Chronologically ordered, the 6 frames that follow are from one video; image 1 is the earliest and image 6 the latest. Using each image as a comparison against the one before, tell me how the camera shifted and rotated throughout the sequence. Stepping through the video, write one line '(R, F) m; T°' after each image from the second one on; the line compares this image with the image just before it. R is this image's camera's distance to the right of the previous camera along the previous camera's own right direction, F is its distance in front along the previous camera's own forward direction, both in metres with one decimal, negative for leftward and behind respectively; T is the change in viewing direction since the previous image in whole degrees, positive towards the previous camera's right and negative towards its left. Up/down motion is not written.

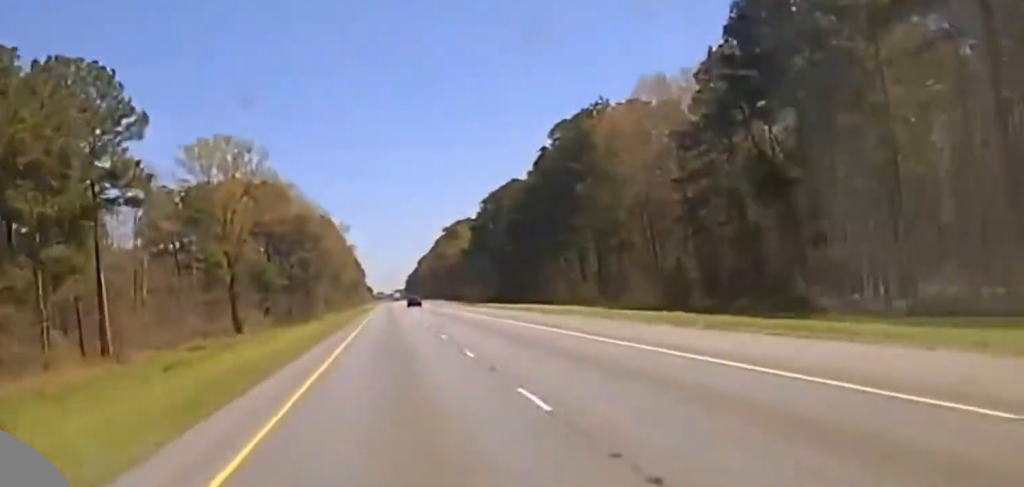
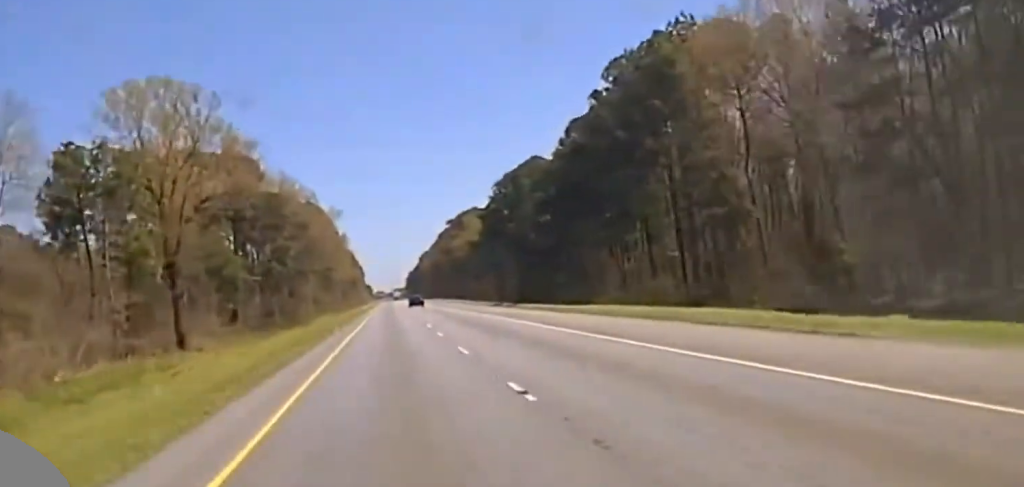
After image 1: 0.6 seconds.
(+0.1, +36.0) m; 0°
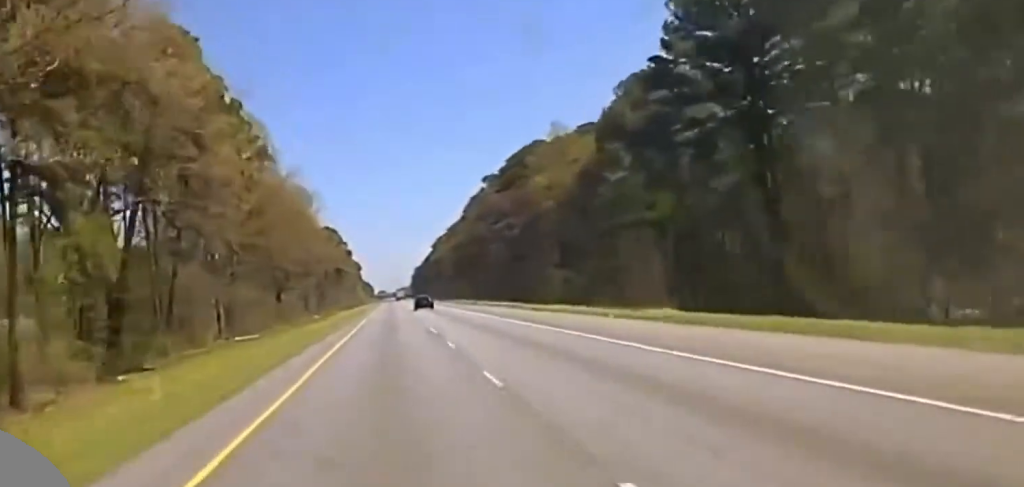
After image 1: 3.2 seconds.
(+0.1, +154.1) m; 0°
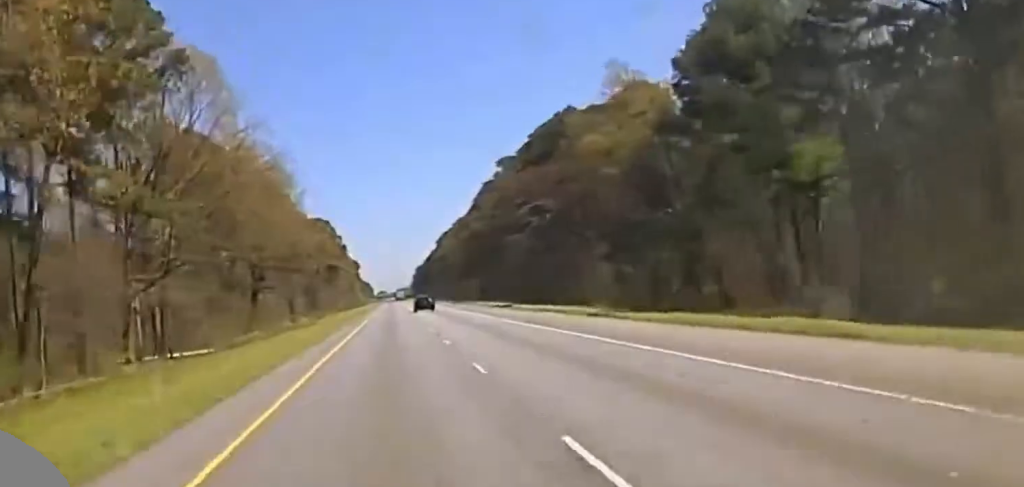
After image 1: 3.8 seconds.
(0.0, +38.1) m; 0°
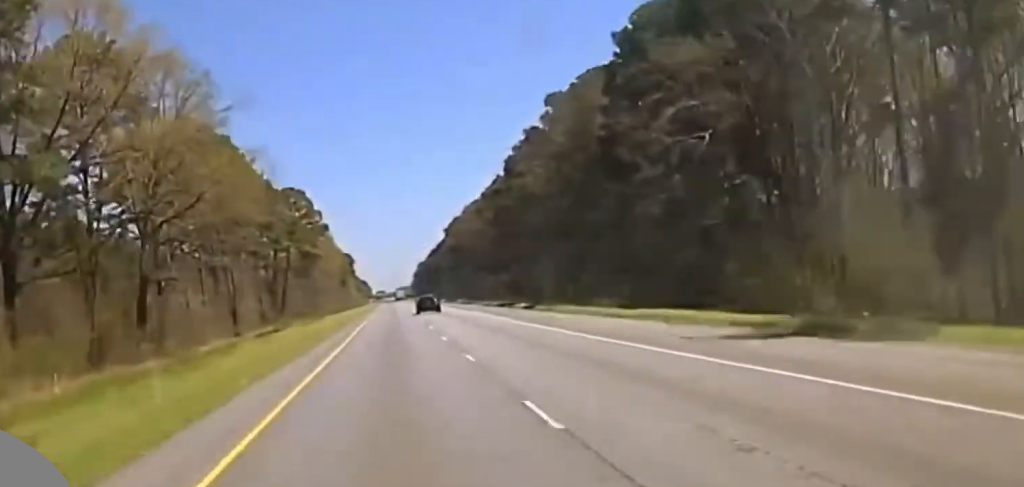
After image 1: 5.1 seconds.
(-0.1, +69.1) m; 0°
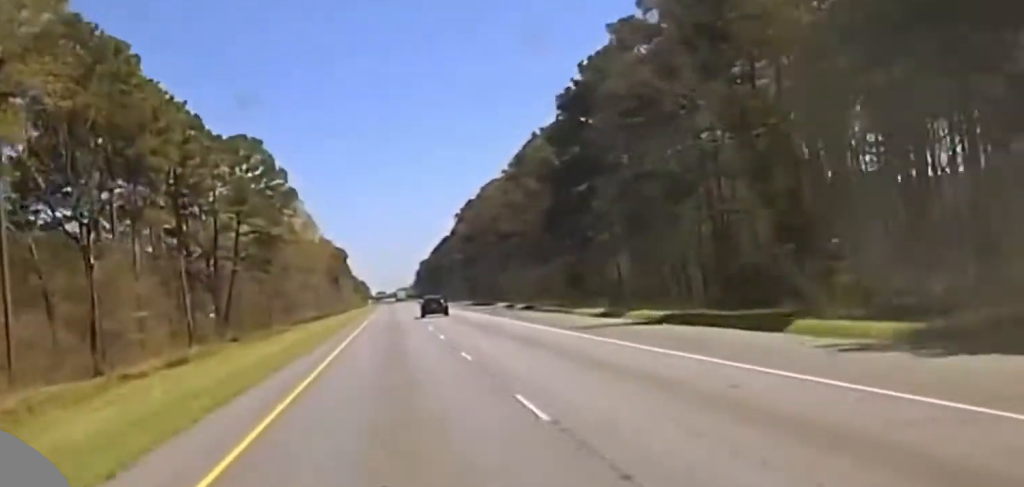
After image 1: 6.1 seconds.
(-0.1, +57.8) m; 0°
